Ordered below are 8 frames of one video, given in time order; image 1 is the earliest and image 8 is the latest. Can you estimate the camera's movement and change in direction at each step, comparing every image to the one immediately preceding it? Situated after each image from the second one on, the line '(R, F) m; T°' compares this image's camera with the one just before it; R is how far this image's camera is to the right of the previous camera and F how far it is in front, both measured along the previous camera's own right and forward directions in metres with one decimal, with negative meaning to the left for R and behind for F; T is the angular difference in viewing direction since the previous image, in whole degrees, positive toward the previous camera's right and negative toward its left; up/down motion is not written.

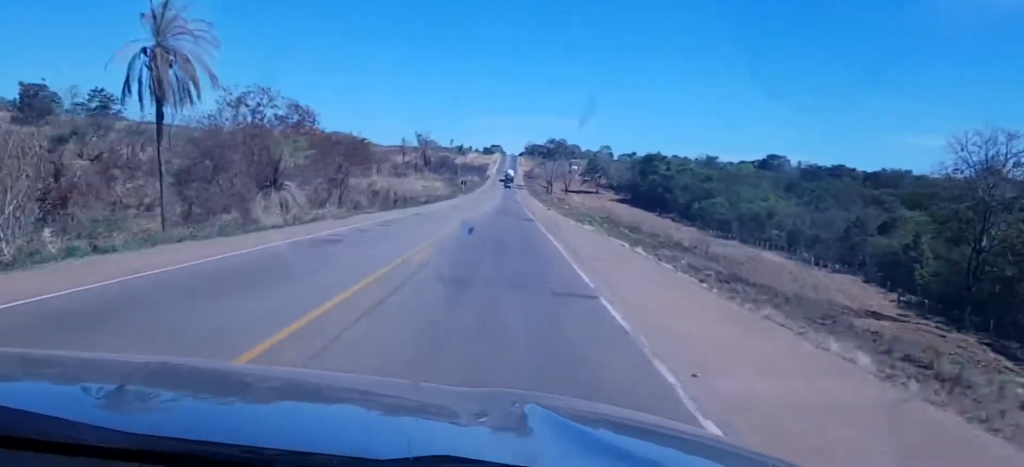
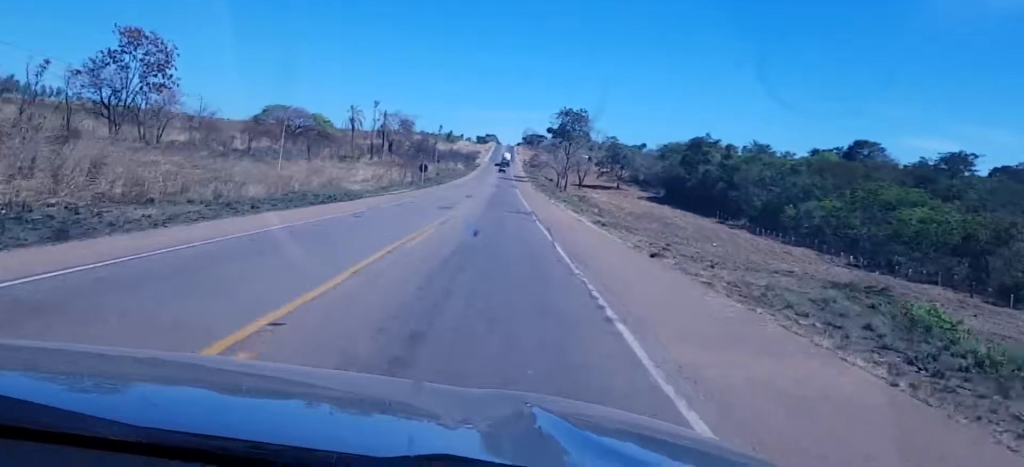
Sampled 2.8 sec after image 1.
(-0.2, +78.0) m; 0°
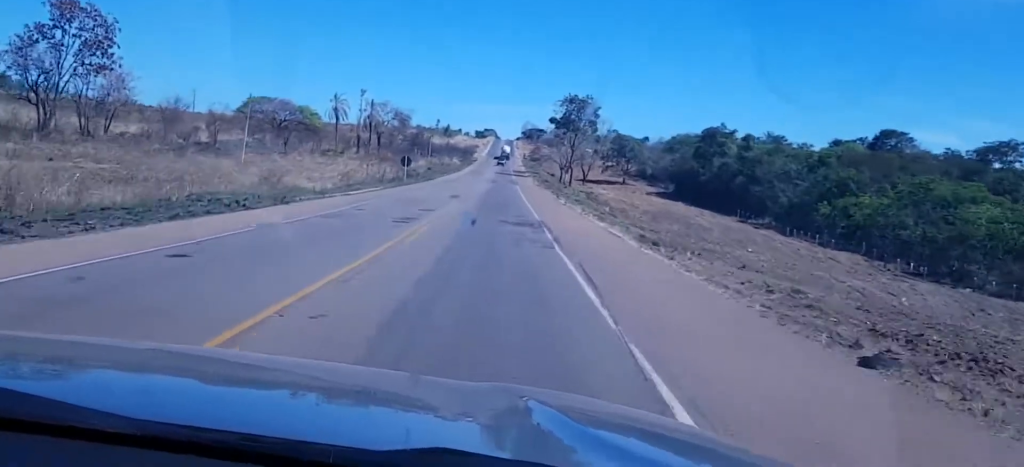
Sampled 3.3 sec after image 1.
(+0.2, +15.8) m; 0°
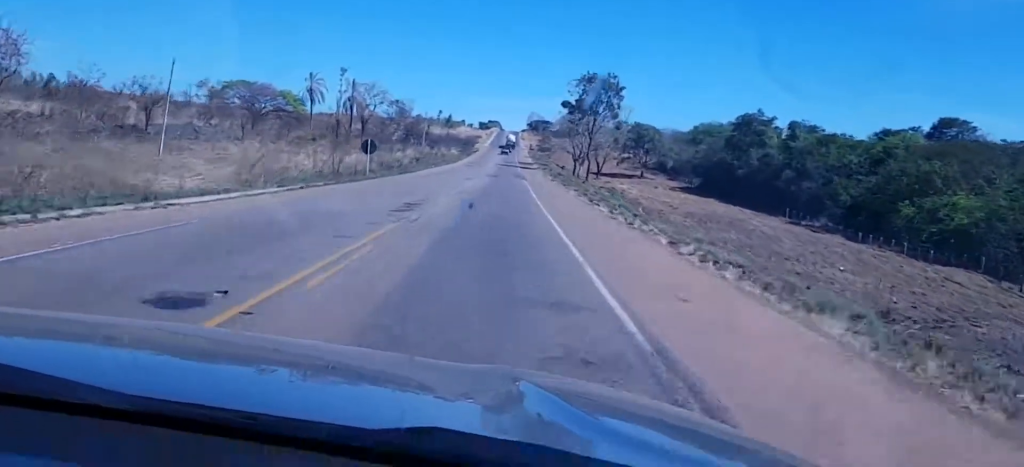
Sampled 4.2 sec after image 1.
(-0.1, +26.0) m; 0°
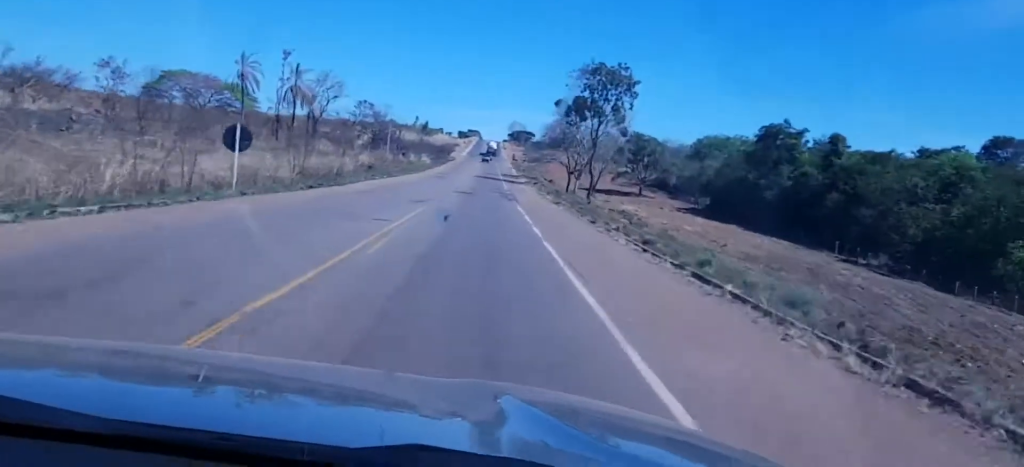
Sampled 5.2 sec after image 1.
(0.0, +27.0) m; 0°
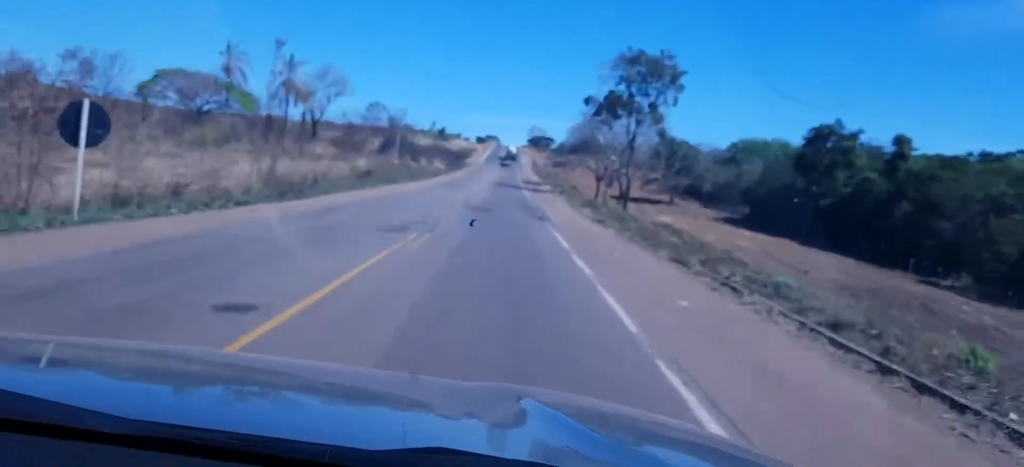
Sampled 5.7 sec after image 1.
(+0.1, +13.4) m; 0°
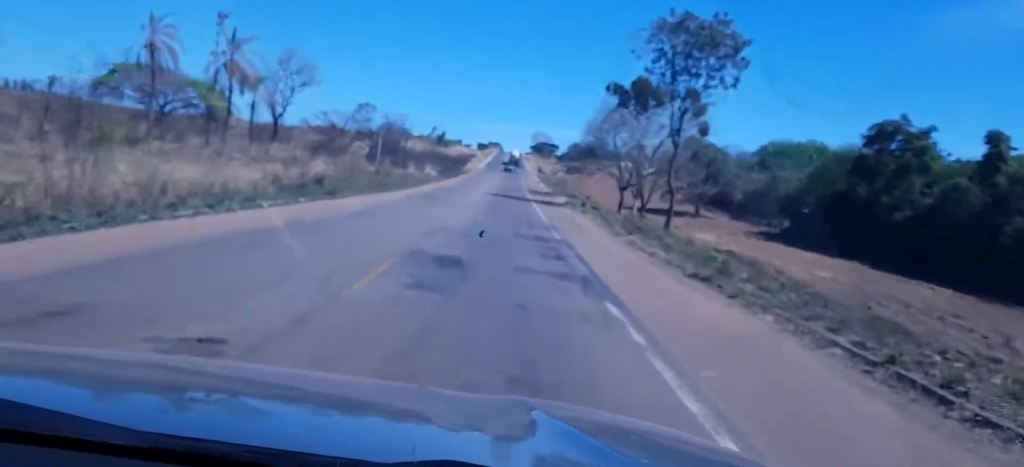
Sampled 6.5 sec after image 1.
(-0.1, +21.7) m; 0°
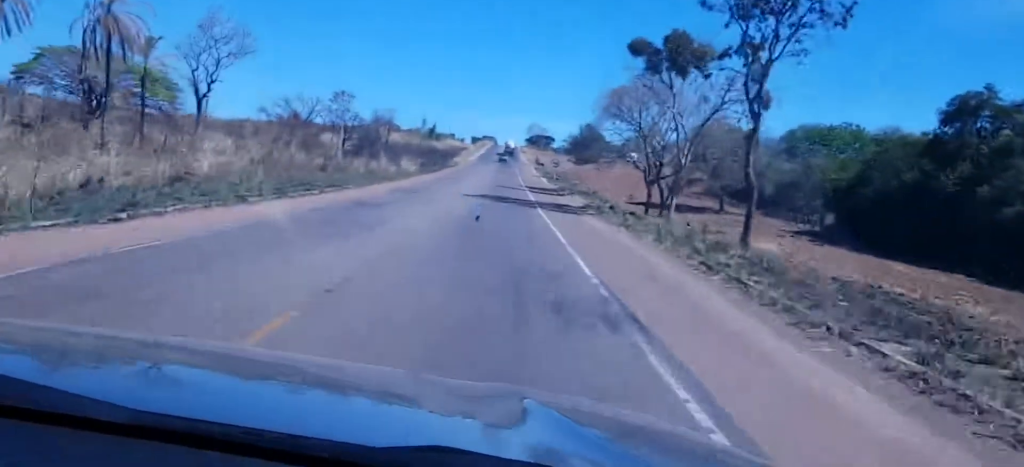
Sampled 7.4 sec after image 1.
(-0.1, +23.2) m; -1°
